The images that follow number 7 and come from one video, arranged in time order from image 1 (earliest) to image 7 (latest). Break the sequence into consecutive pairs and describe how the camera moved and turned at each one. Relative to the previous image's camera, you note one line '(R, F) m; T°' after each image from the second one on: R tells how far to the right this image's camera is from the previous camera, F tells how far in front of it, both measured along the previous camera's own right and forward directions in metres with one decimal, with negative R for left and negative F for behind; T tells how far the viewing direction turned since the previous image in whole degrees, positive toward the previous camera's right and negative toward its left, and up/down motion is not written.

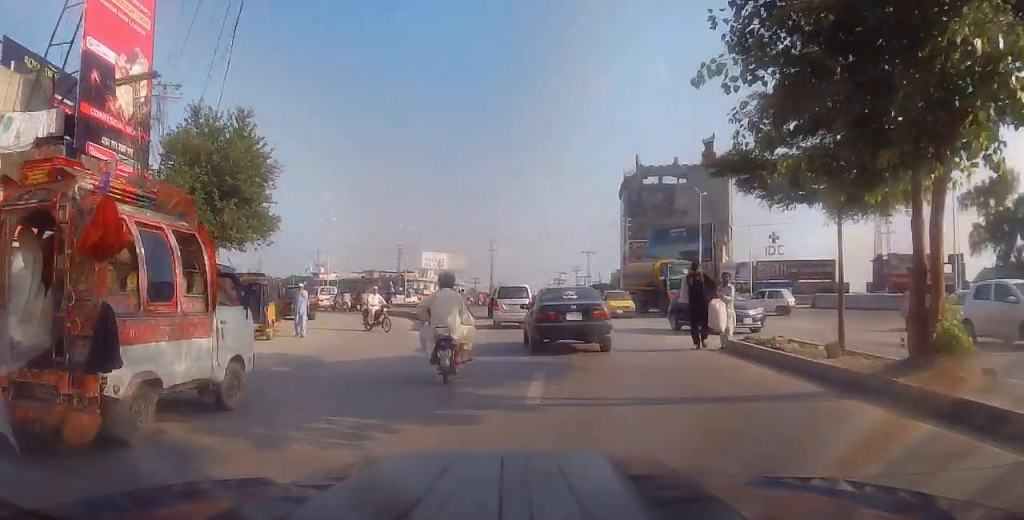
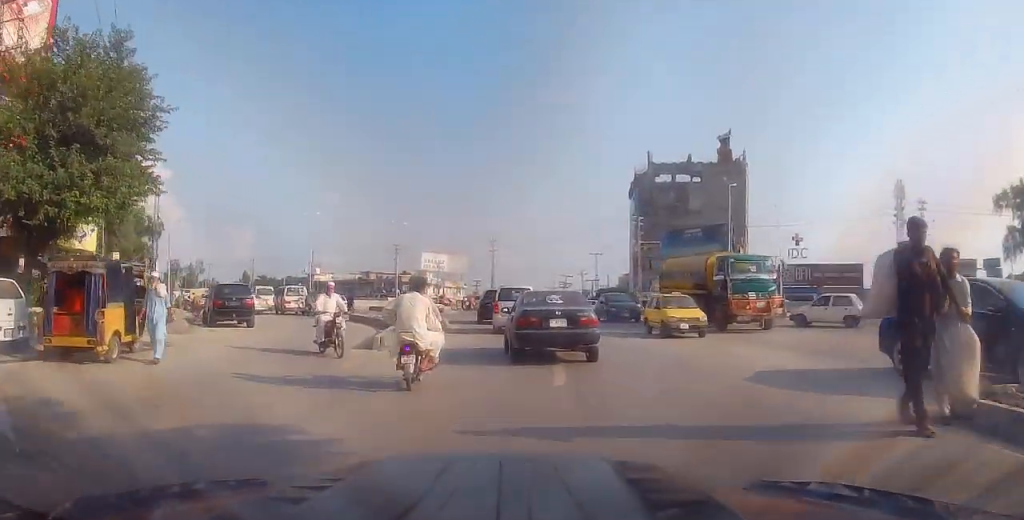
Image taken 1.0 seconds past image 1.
(-0.1, +6.8) m; 0°
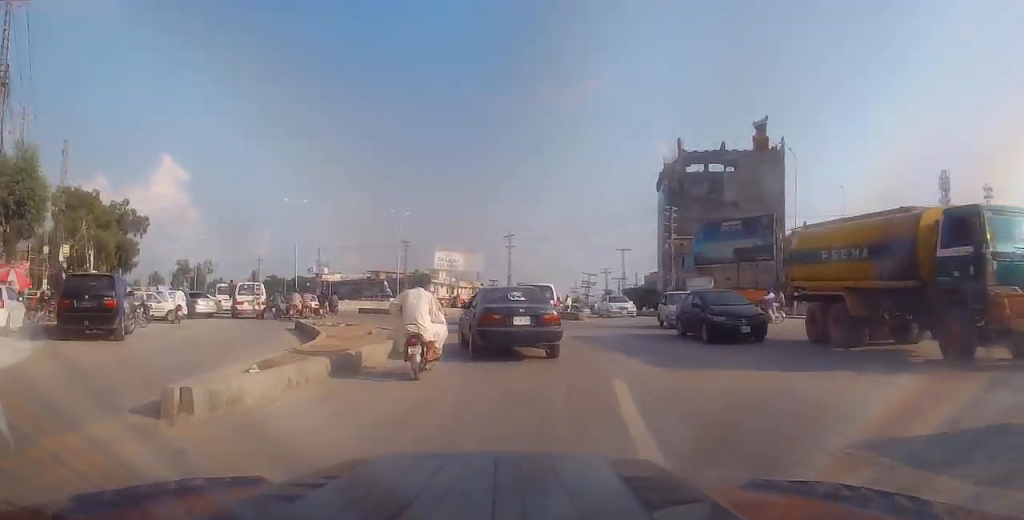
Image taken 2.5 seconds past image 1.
(+0.4, +9.5) m; +1°
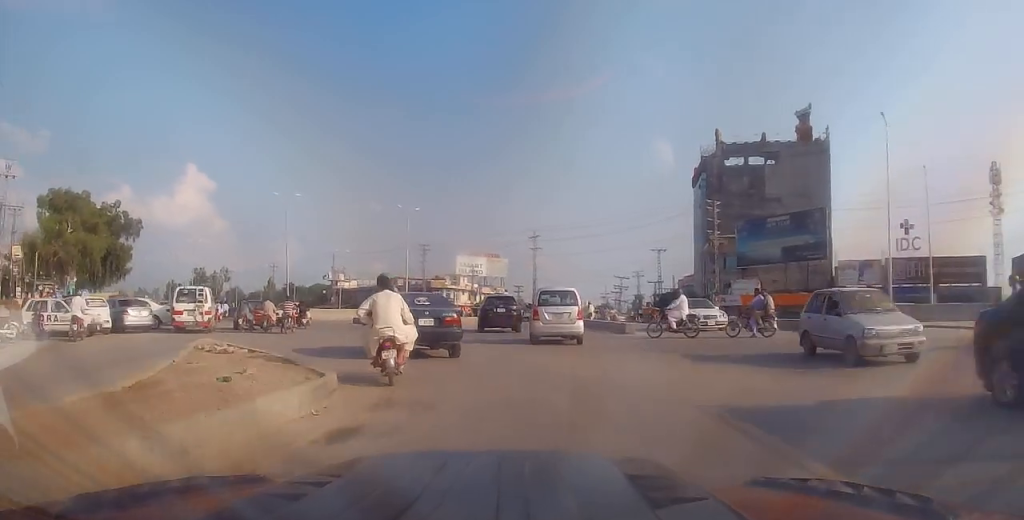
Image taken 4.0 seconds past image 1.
(-0.5, +8.3) m; -8°
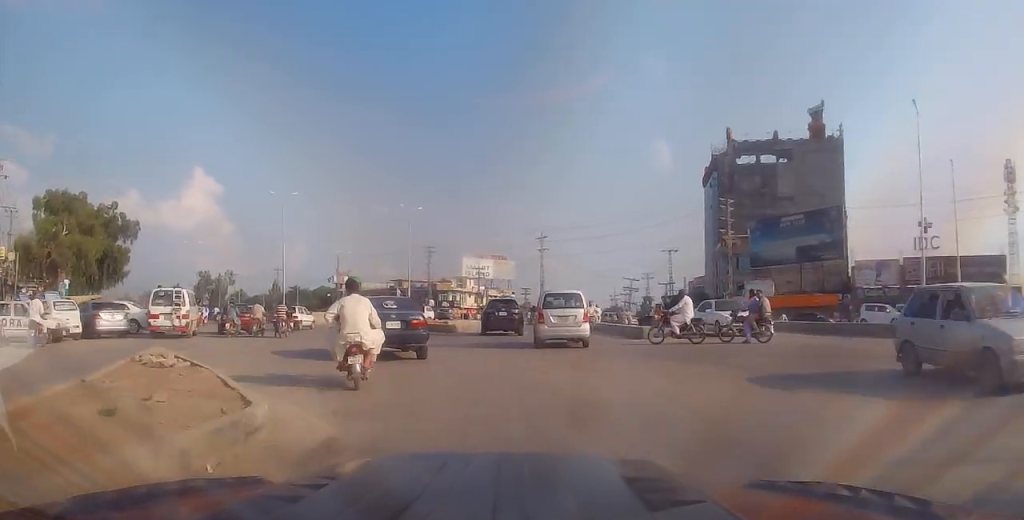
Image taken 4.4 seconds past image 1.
(+0.3, +2.3) m; -3°
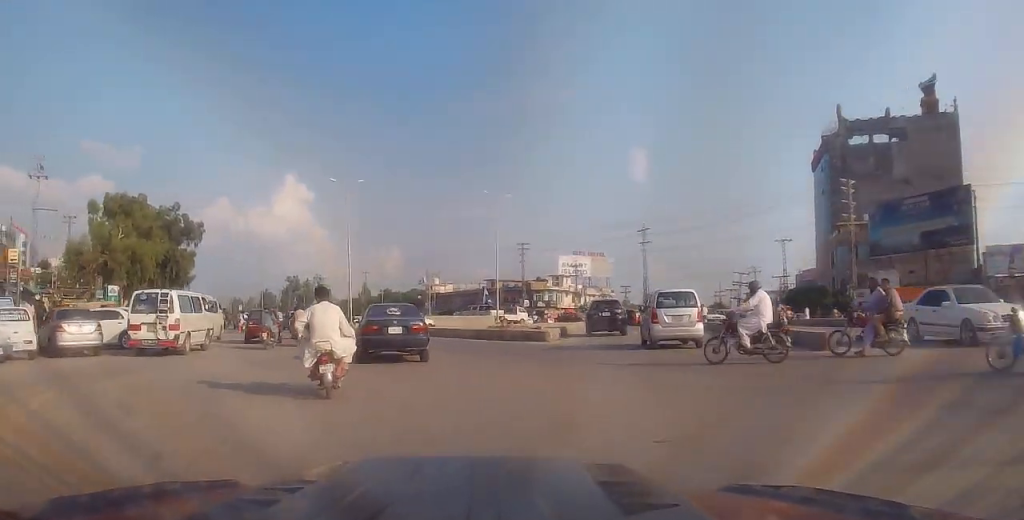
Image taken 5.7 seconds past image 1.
(-1.5, +7.4) m; -17°
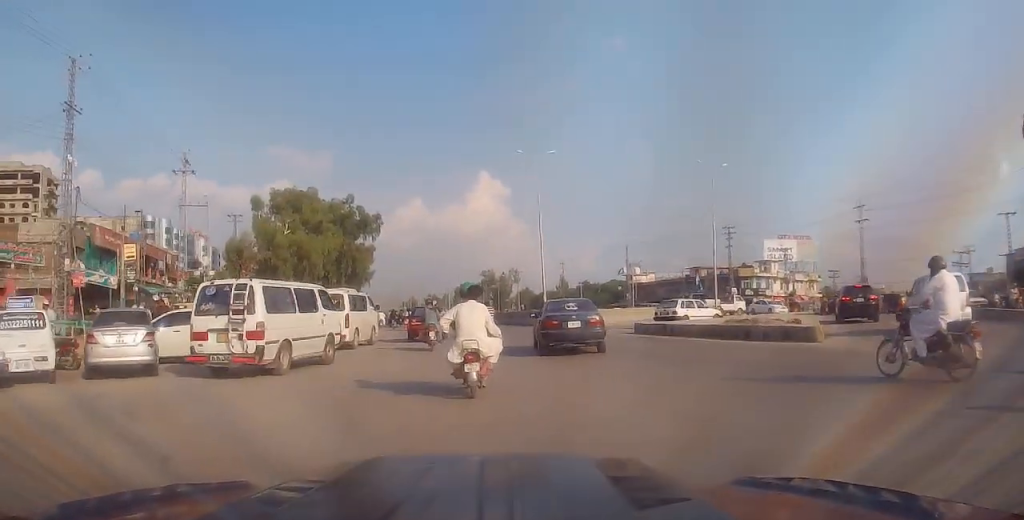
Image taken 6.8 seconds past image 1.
(-0.6, +7.3) m; -6°
